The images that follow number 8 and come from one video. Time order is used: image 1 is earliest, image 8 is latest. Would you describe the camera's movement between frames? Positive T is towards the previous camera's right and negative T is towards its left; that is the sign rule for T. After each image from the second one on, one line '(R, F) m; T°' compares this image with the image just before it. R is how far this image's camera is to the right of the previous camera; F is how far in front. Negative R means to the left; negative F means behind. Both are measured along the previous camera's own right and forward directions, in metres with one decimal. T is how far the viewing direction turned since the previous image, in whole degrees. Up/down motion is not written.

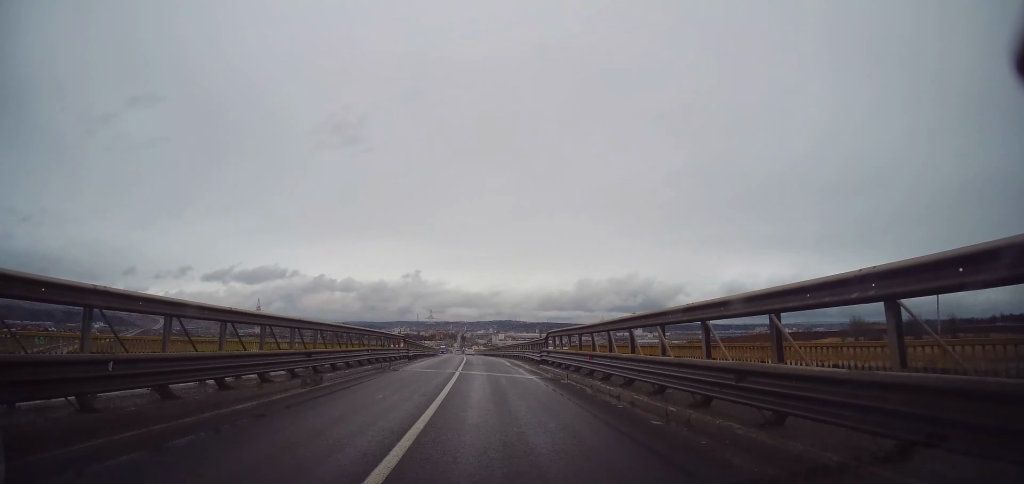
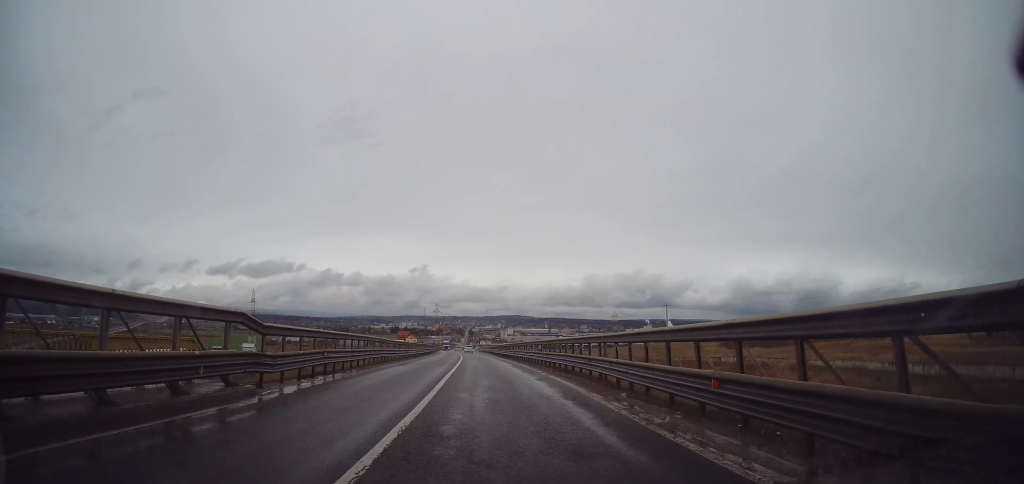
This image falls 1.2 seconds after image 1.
(-0.7, +26.6) m; -1°
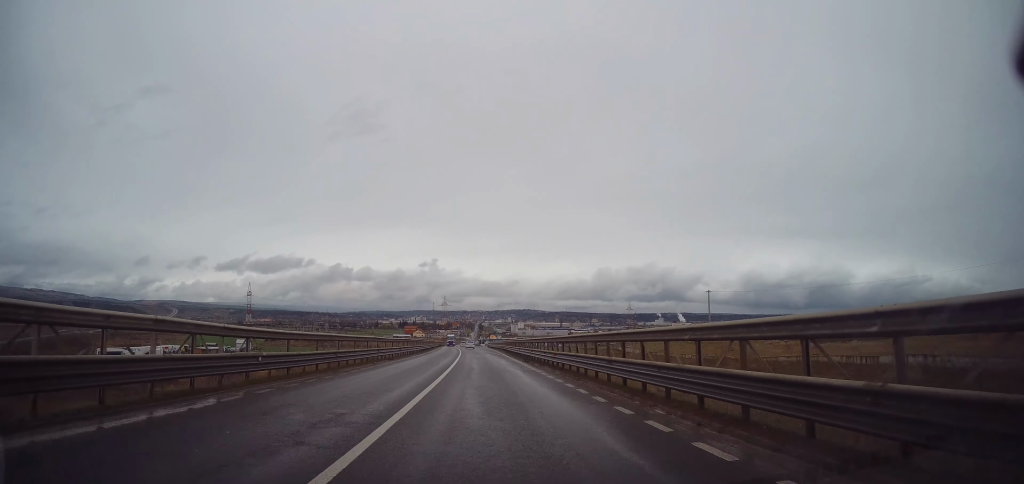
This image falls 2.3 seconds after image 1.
(+0.3, +25.3) m; 0°
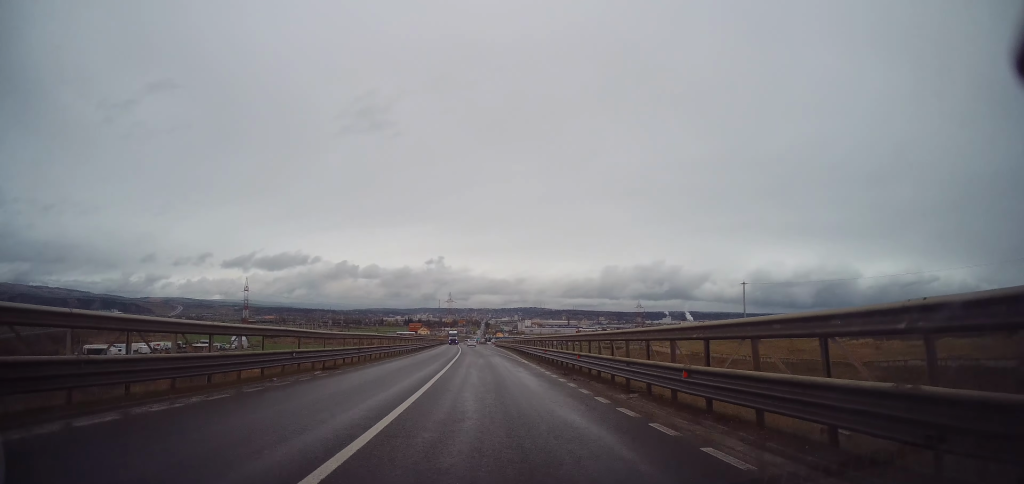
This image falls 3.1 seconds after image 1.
(-0.2, +16.4) m; -1°
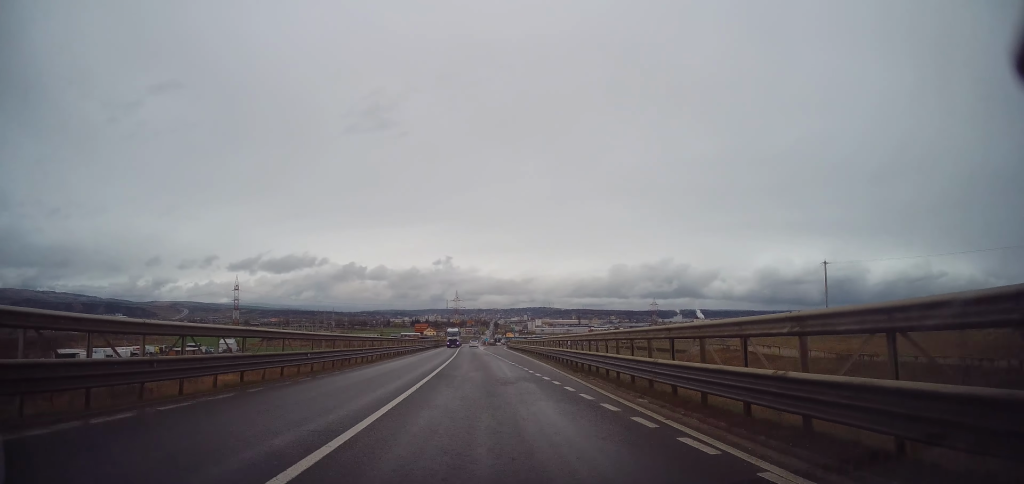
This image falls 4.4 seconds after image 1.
(-0.2, +29.2) m; -1°
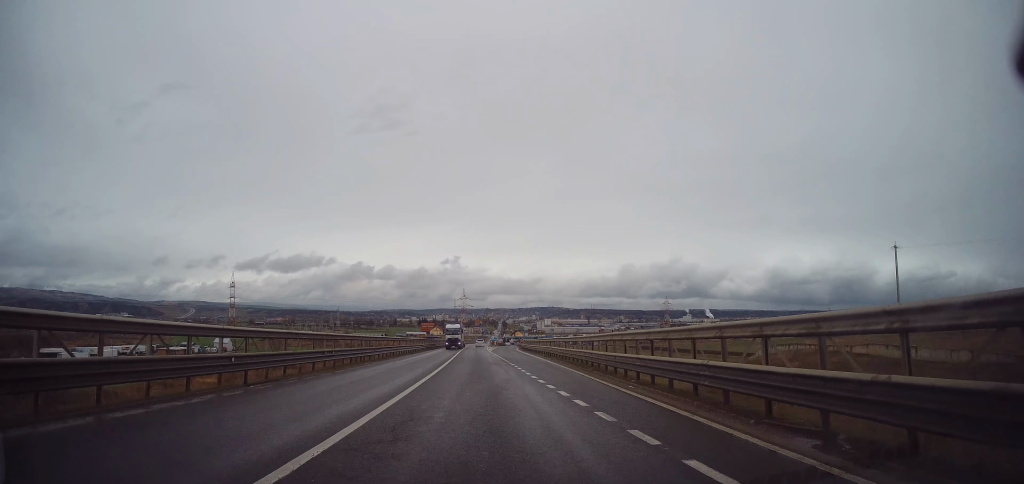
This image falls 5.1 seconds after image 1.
(-0.2, +17.3) m; -1°
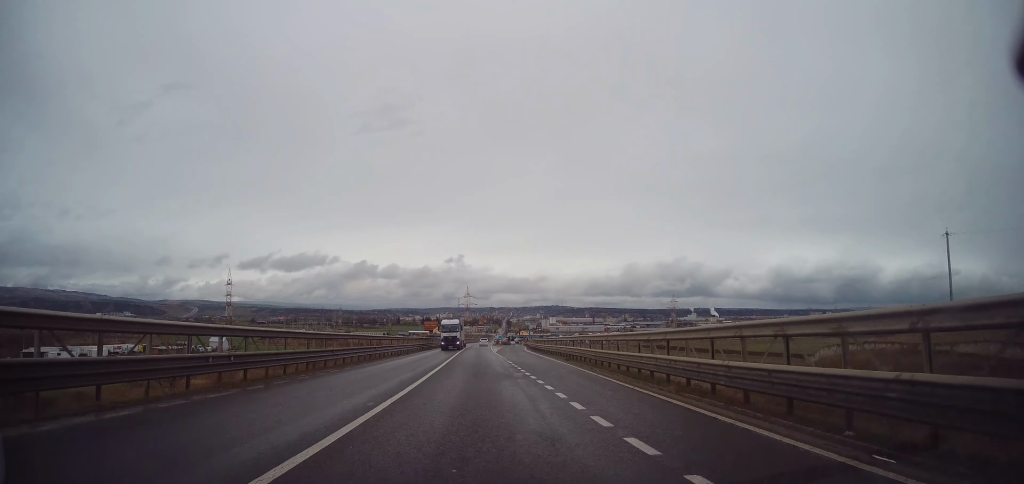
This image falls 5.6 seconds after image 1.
(0.0, +10.6) m; 0°
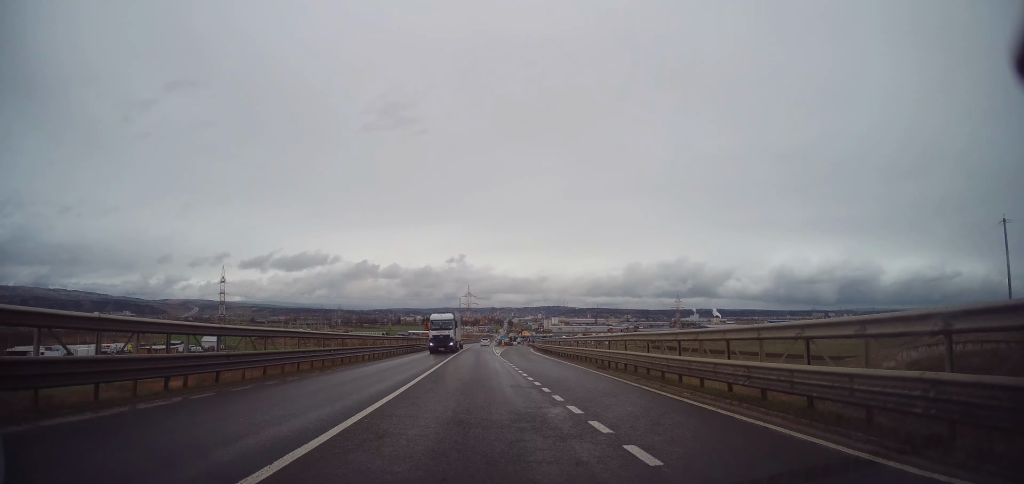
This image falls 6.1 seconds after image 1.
(+0.1, +10.6) m; 0°
